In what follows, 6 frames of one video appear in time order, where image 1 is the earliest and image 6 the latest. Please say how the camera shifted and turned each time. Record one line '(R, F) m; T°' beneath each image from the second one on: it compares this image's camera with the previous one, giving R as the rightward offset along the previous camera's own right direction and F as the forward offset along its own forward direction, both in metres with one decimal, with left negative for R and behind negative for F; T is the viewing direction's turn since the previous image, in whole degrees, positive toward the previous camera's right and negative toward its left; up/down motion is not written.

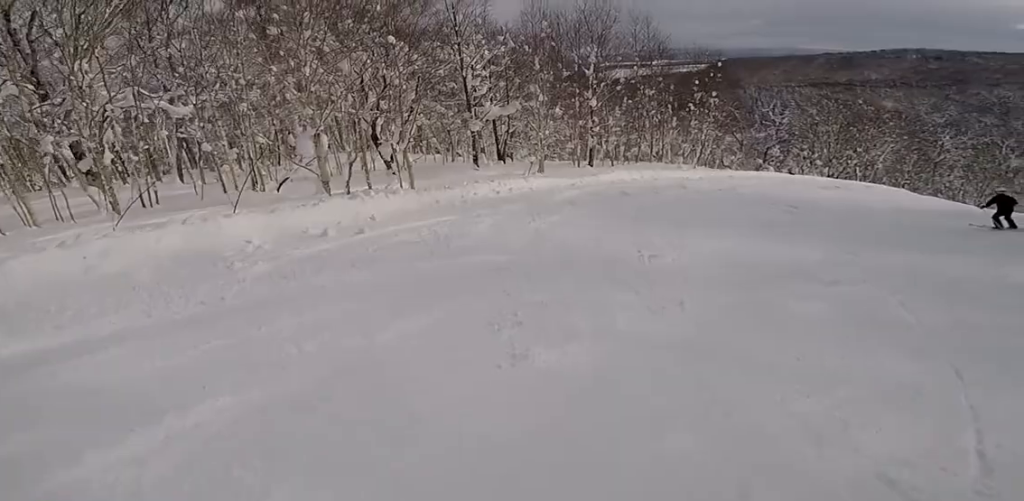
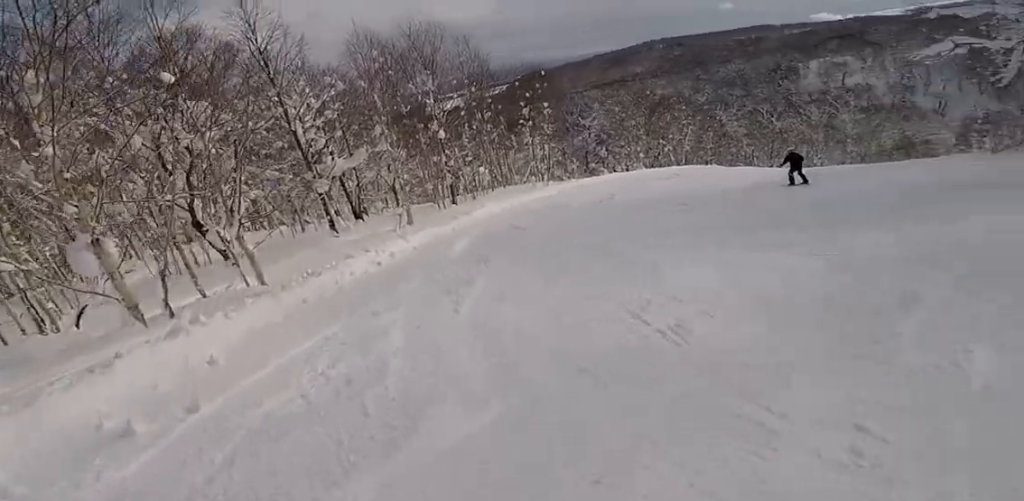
(+0.1, +2.7) m; +10°
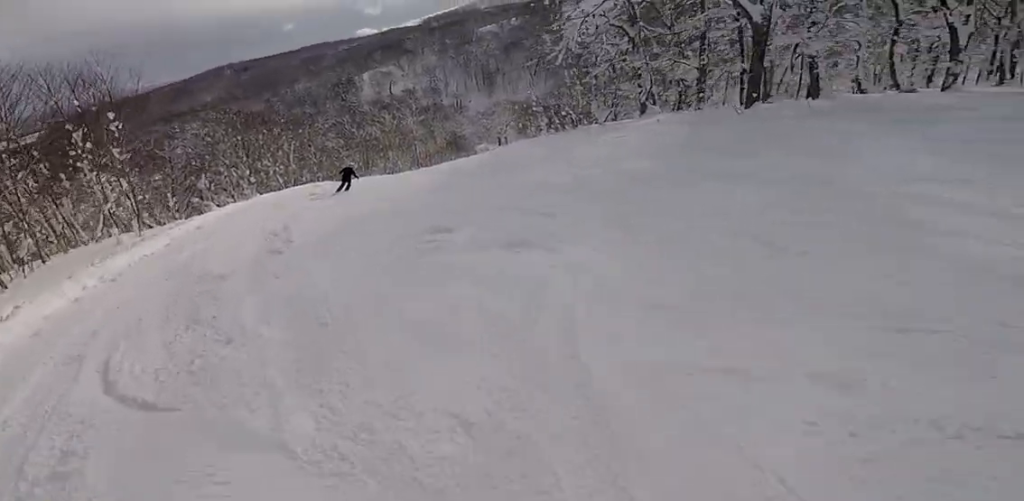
(+2.9, +6.9) m; +37°
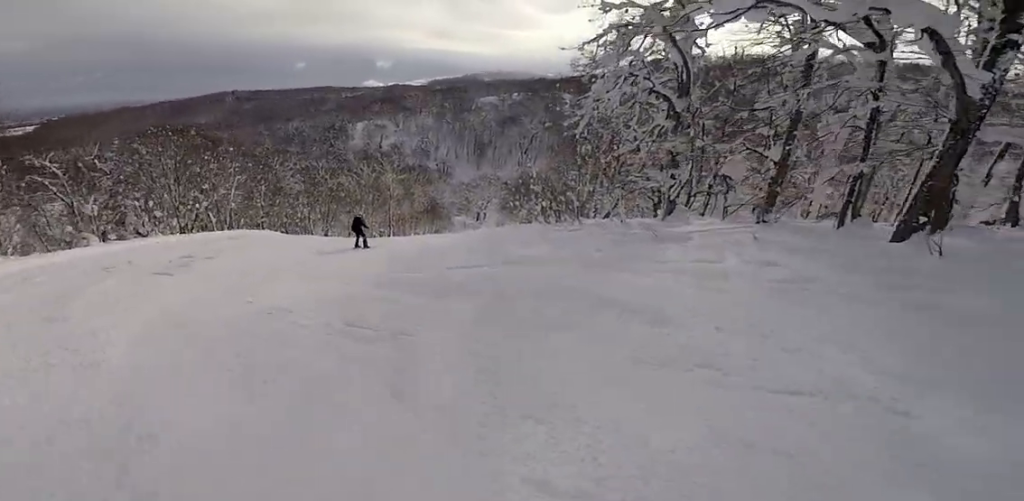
(+1.5, +8.2) m; -6°
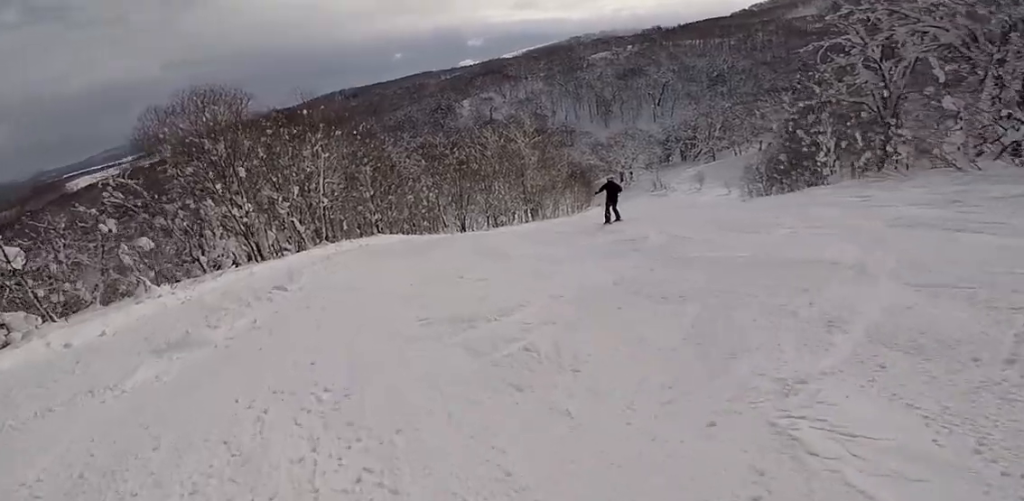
(-2.8, +14.8) m; +14°
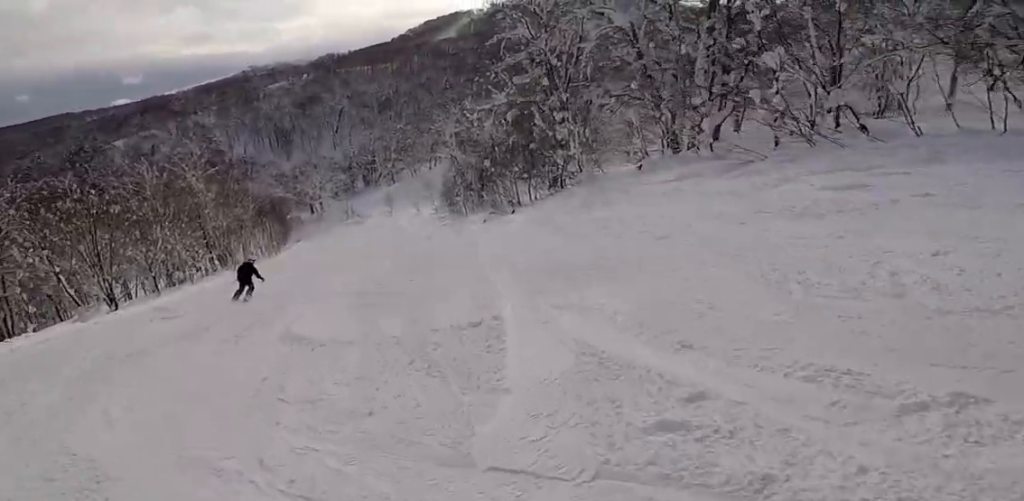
(+1.9, +7.8) m; +8°
